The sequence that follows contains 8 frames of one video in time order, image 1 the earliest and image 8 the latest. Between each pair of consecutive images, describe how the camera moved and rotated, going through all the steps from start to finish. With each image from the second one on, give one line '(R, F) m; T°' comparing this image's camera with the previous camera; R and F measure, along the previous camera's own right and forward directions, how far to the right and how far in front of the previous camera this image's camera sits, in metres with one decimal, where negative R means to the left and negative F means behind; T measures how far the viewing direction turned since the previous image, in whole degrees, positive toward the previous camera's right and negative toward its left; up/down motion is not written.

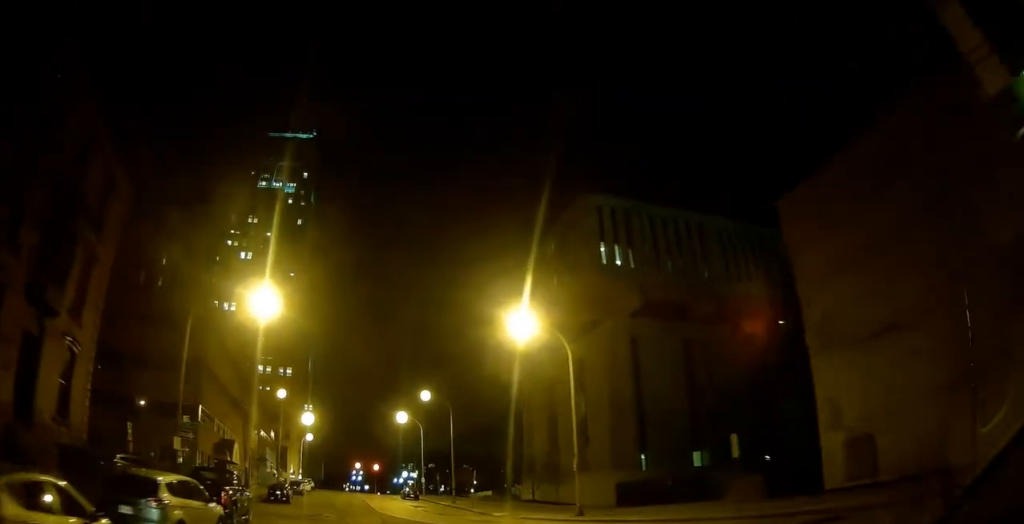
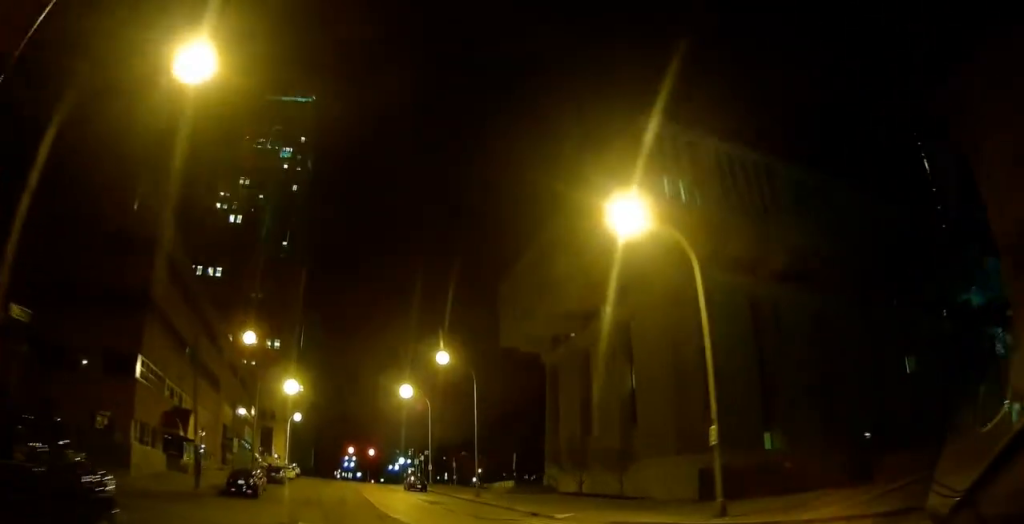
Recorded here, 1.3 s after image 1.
(+0.1, +12.9) m; +1°
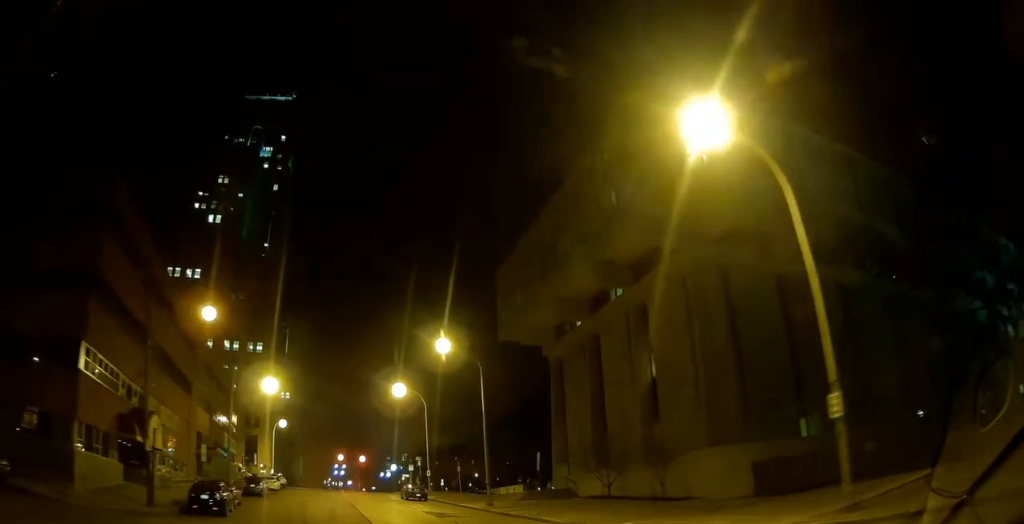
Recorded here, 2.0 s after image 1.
(0.0, +6.2) m; 0°
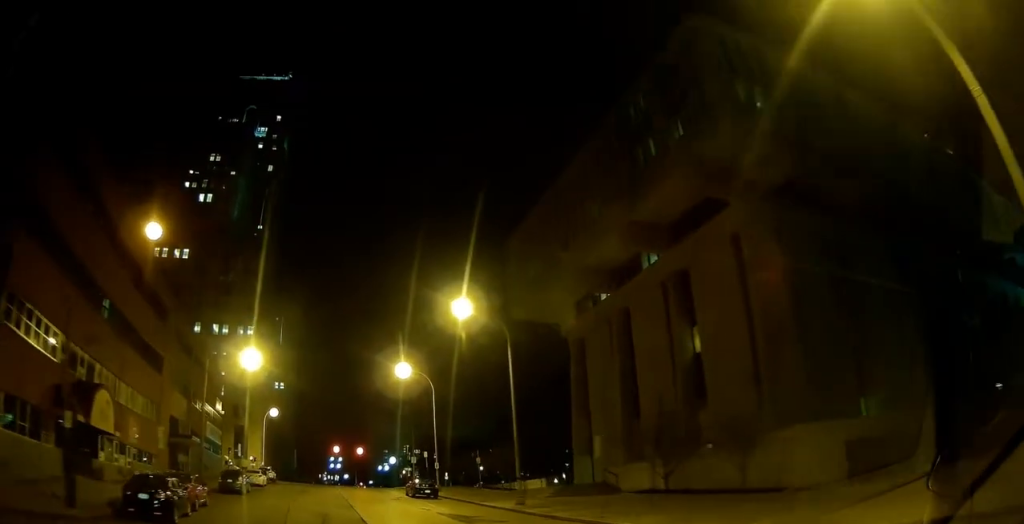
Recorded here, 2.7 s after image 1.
(0.0, +7.4) m; +1°
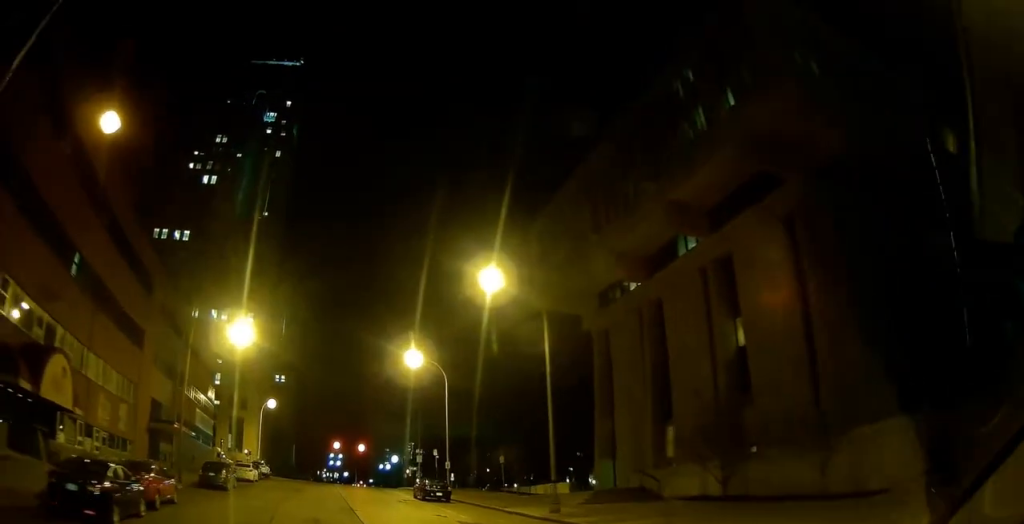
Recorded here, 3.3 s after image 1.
(0.0, +5.0) m; +1°
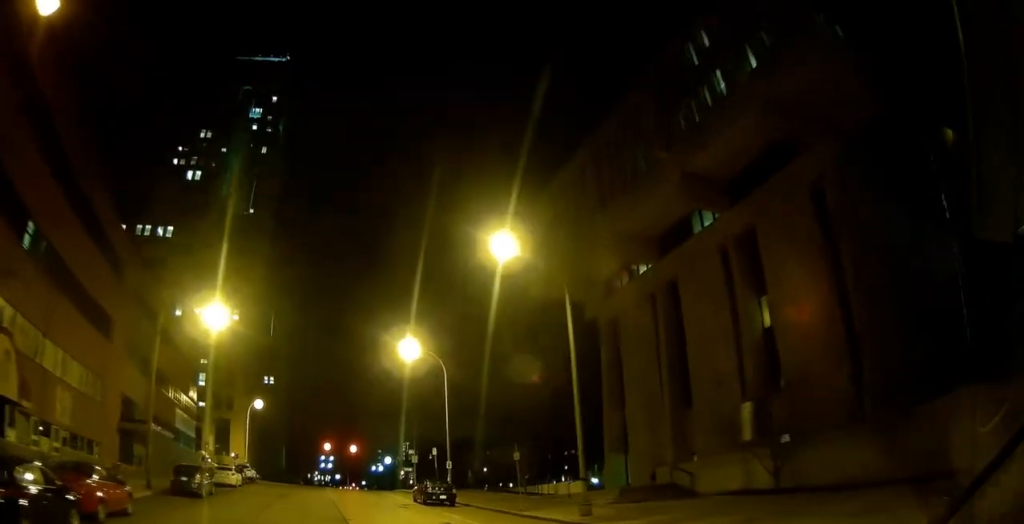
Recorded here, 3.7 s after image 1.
(0.0, +4.1) m; +1°
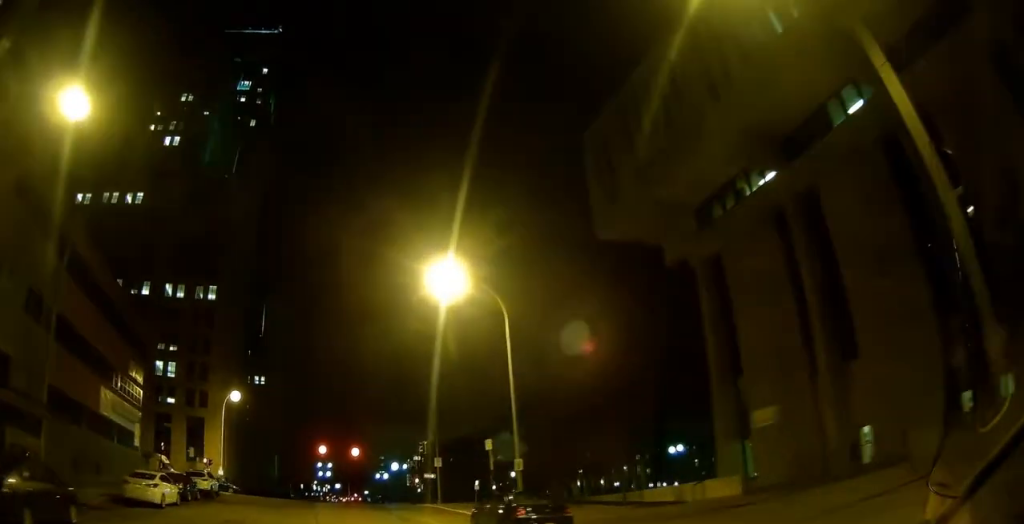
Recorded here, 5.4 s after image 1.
(+0.4, +16.2) m; 0°
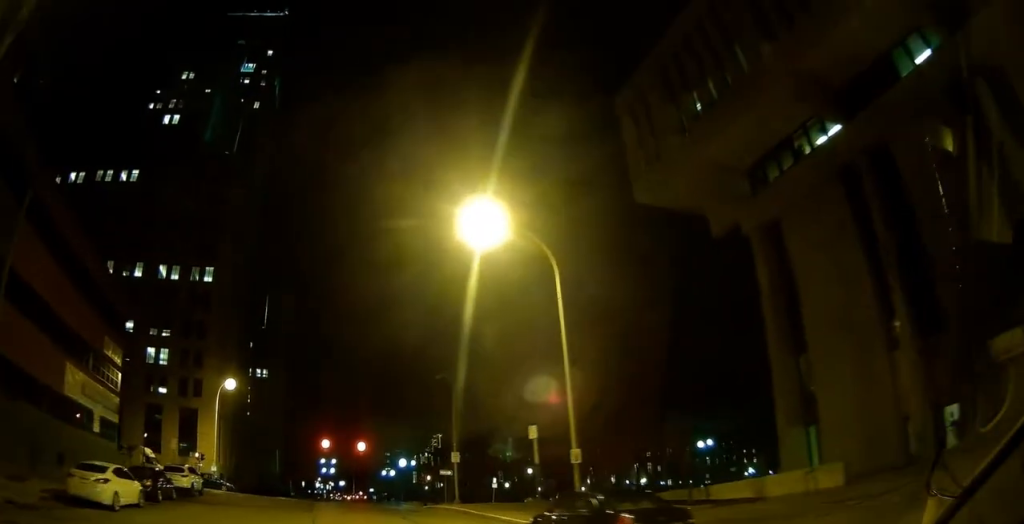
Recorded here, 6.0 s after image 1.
(-0.2, +5.5) m; -1°
